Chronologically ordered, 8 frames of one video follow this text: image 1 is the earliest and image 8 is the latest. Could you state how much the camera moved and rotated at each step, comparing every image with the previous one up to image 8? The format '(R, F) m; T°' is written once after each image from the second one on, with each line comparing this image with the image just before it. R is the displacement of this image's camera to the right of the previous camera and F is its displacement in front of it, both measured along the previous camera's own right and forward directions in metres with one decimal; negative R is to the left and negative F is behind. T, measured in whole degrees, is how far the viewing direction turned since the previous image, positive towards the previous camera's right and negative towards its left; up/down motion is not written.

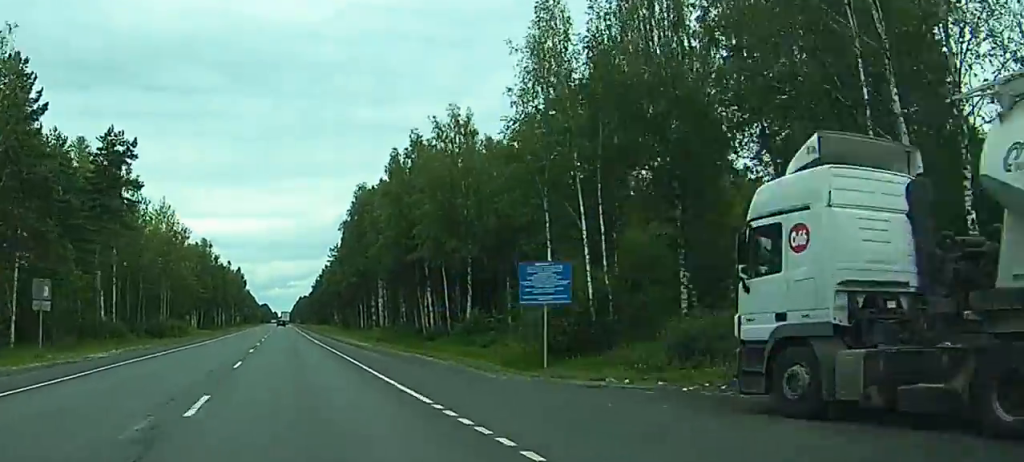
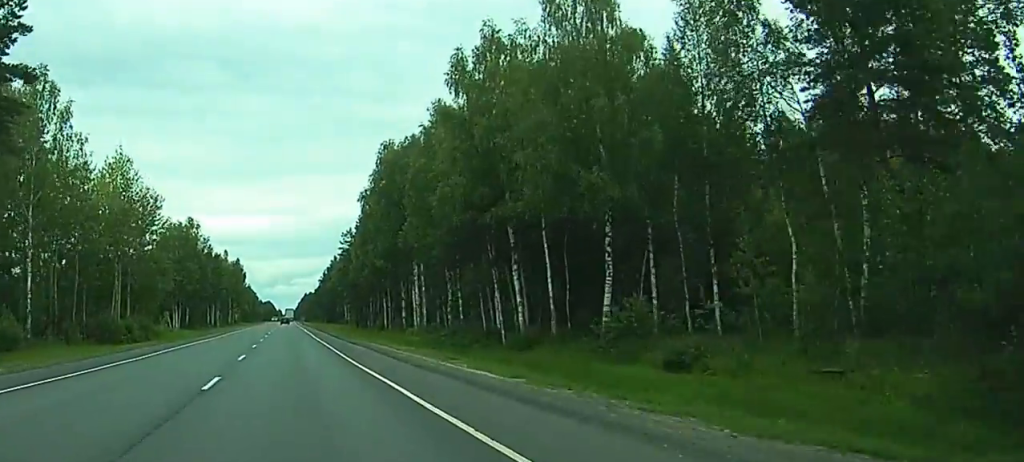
(0.0, +31.6) m; 0°
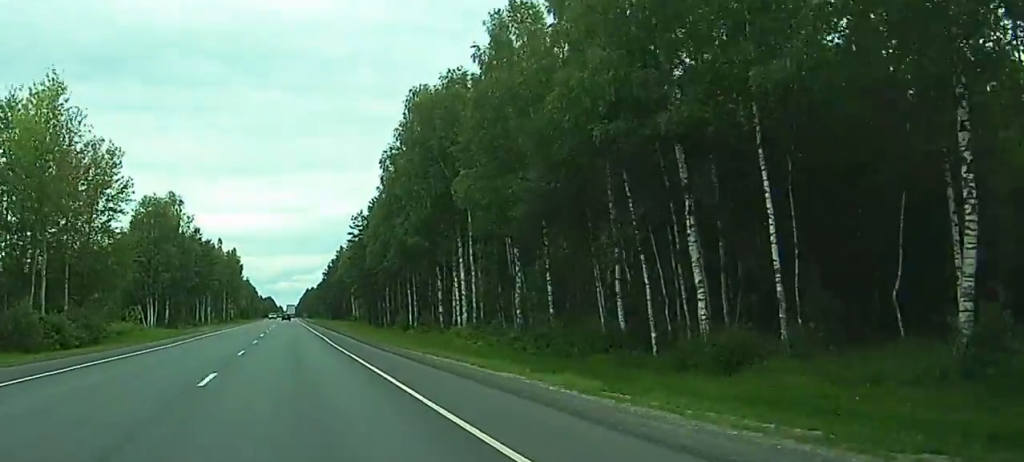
(0.0, +24.4) m; 0°
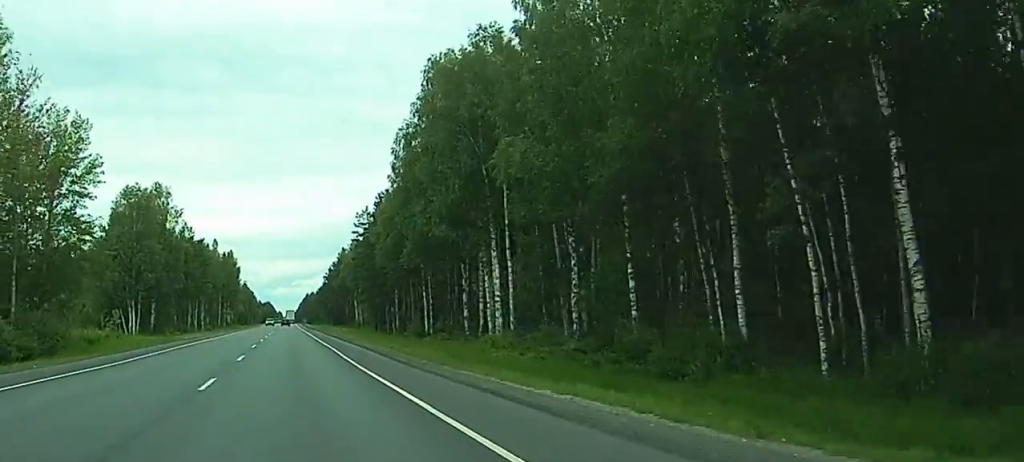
(0.0, +11.8) m; 0°
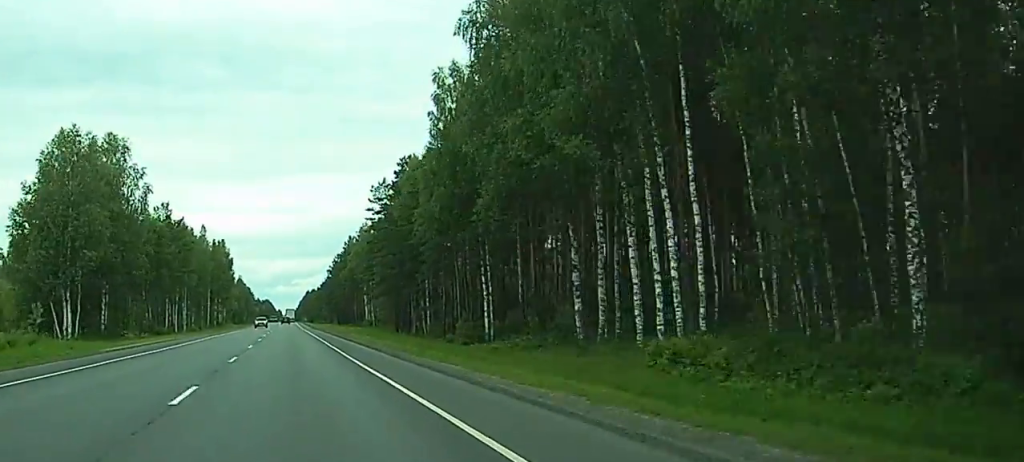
(+0.1, +27.2) m; 0°
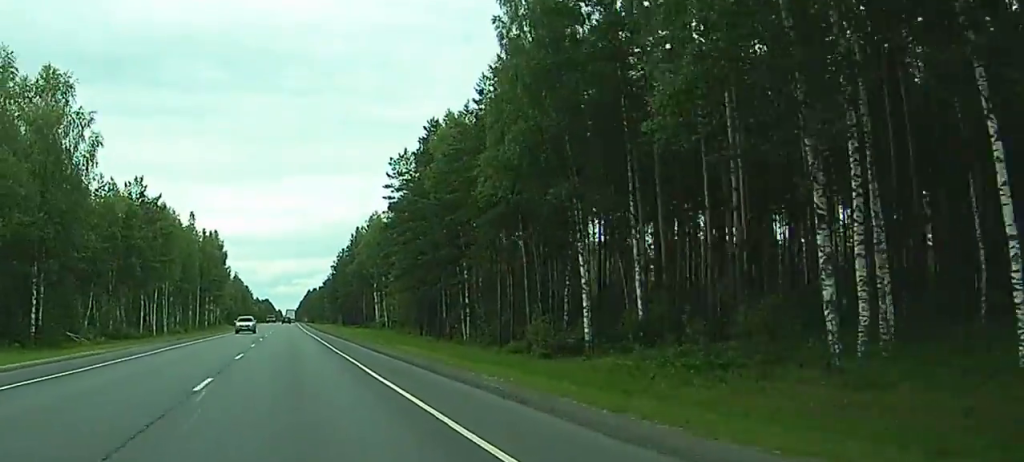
(0.0, +20.8) m; 0°
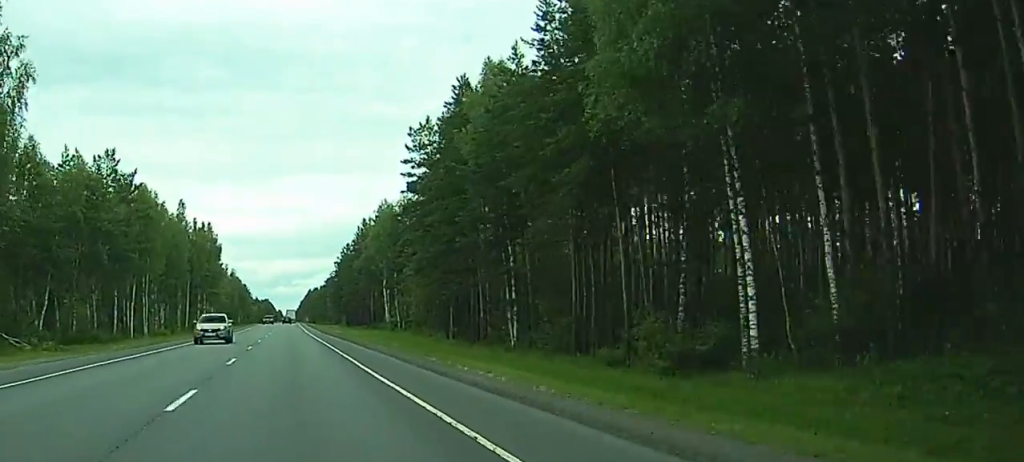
(0.0, +15.4) m; 0°
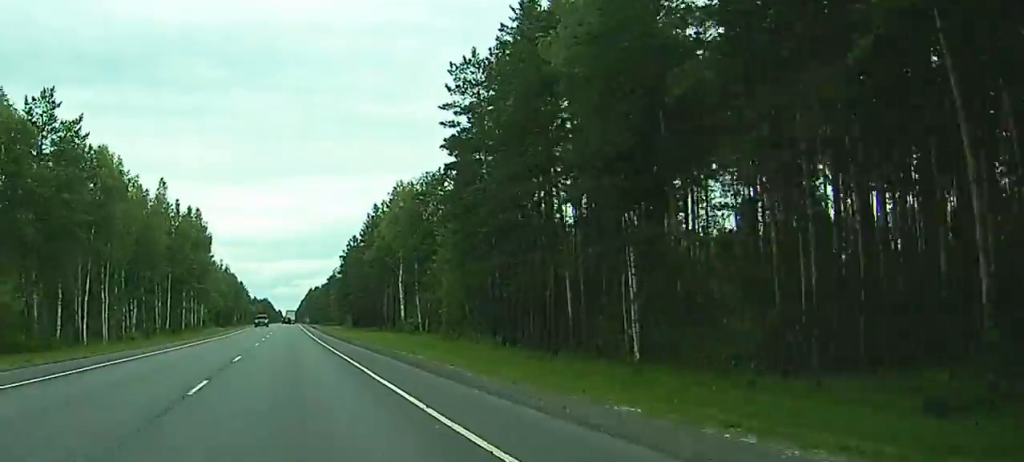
(0.0, +20.7) m; 0°
